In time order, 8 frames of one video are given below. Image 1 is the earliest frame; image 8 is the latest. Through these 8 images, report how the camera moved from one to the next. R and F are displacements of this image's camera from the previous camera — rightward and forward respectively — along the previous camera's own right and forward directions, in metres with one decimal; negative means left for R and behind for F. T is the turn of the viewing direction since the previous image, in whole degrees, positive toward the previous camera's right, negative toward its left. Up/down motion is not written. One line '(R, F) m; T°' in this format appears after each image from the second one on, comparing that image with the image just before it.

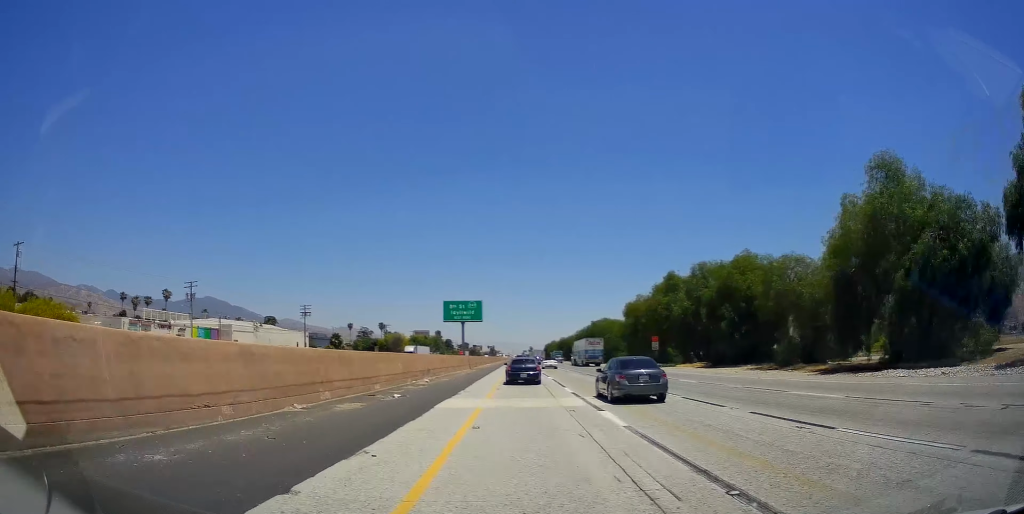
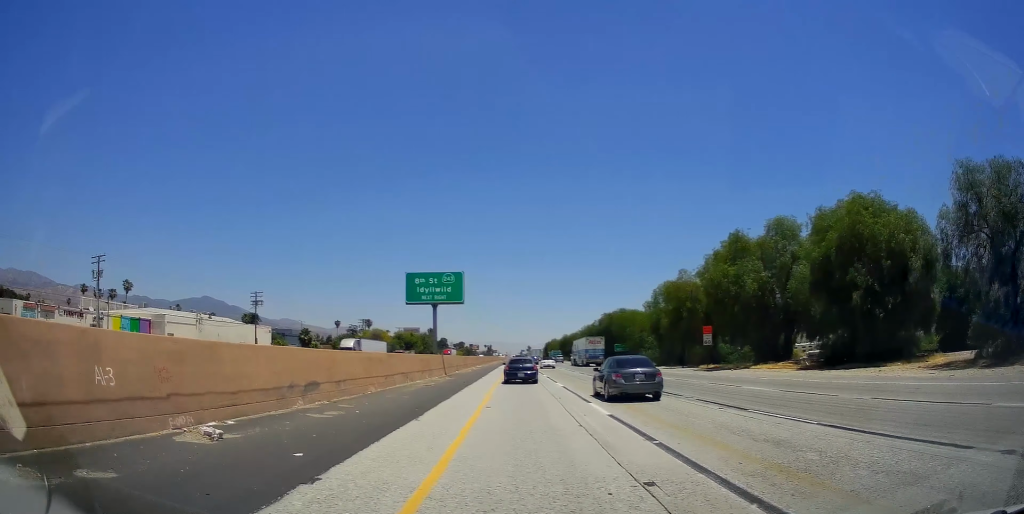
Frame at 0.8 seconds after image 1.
(0.0, +24.6) m; 0°
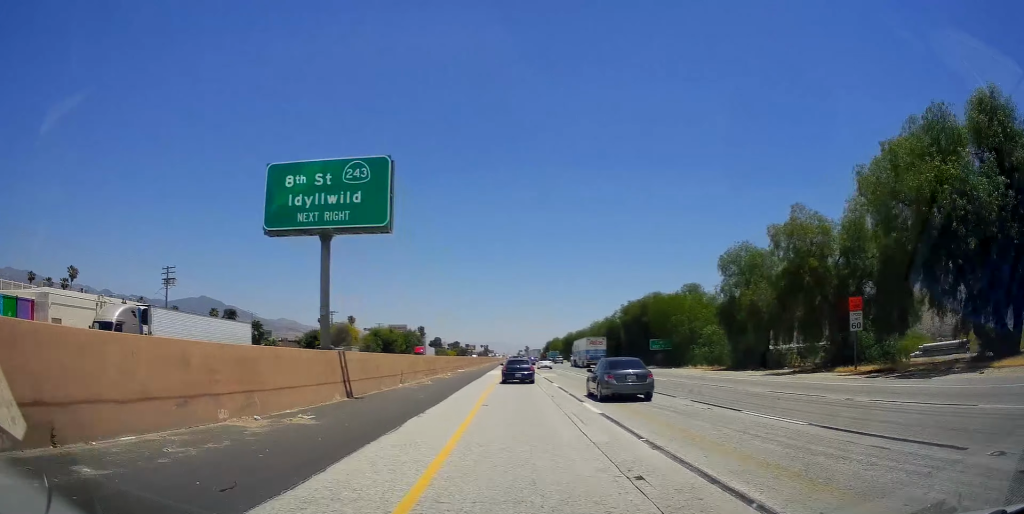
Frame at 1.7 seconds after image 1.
(0.0, +28.6) m; 0°
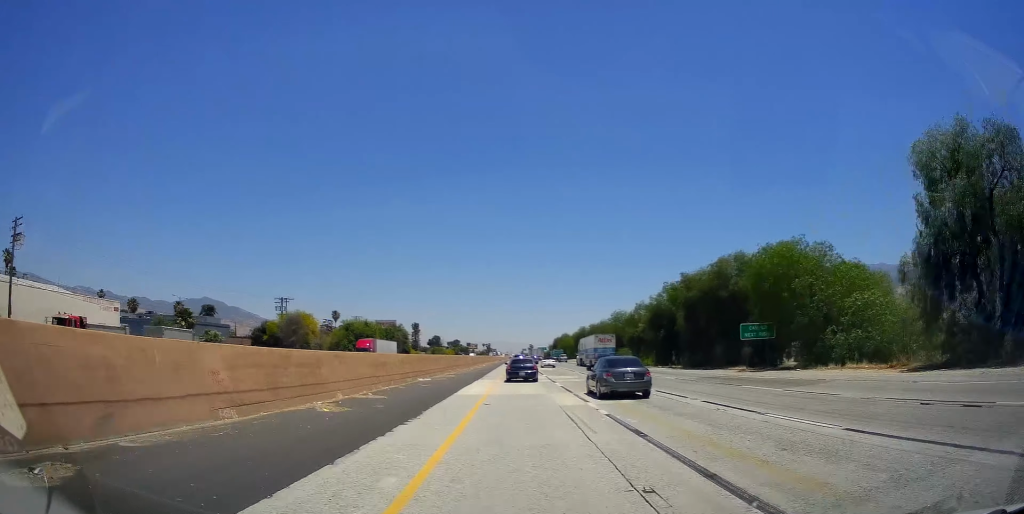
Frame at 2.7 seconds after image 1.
(0.0, +28.4) m; 0°
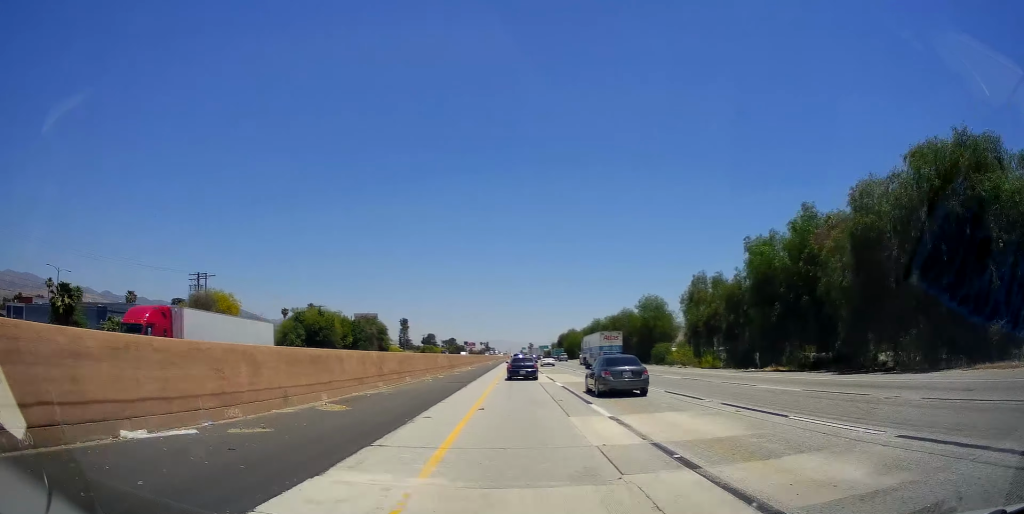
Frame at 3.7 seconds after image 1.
(0.0, +28.9) m; 0°
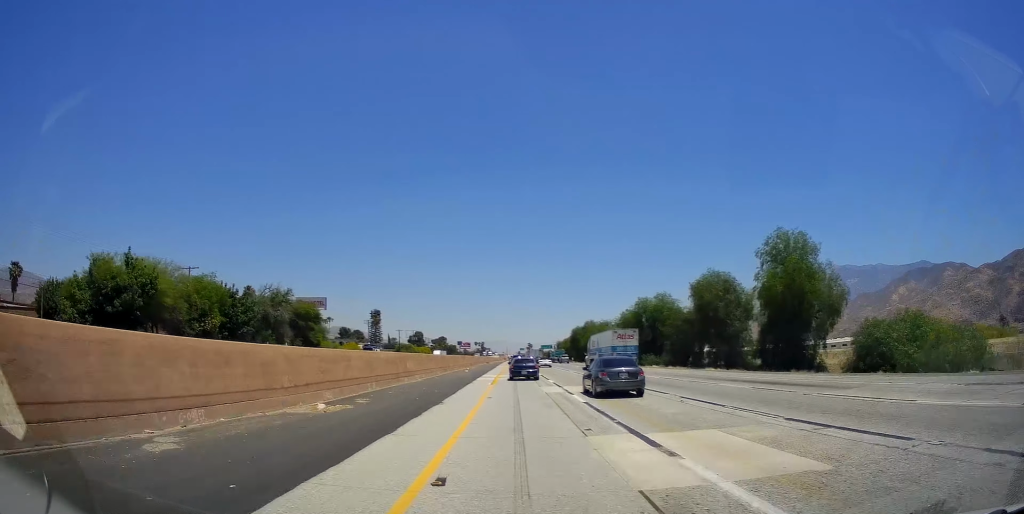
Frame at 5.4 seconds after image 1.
(0.0, +54.9) m; 0°
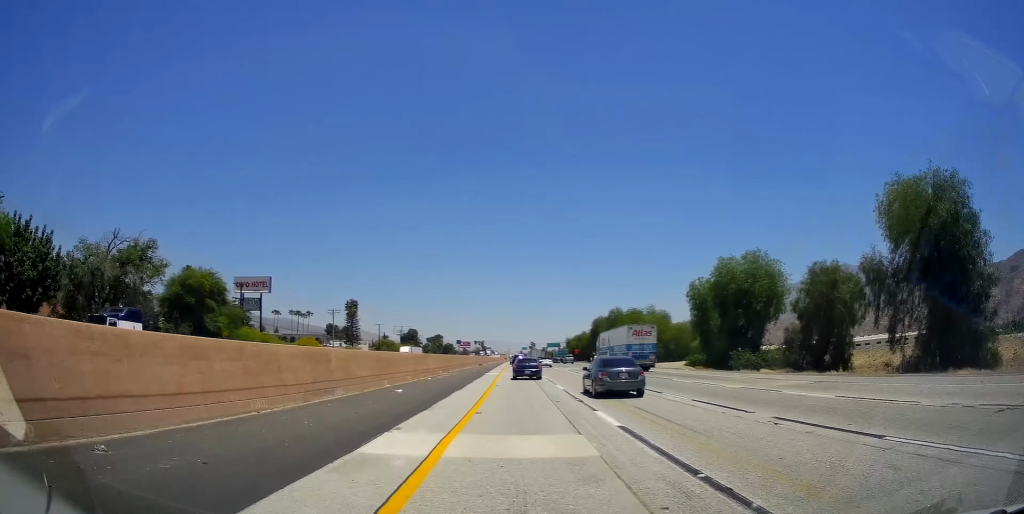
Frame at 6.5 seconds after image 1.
(0.0, +35.8) m; 0°
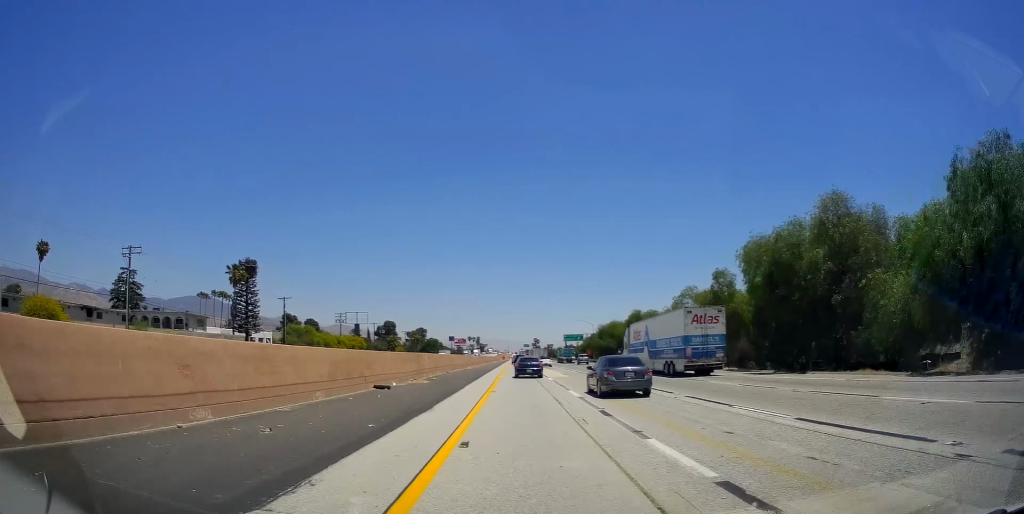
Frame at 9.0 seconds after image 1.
(0.0, +76.7) m; 0°
